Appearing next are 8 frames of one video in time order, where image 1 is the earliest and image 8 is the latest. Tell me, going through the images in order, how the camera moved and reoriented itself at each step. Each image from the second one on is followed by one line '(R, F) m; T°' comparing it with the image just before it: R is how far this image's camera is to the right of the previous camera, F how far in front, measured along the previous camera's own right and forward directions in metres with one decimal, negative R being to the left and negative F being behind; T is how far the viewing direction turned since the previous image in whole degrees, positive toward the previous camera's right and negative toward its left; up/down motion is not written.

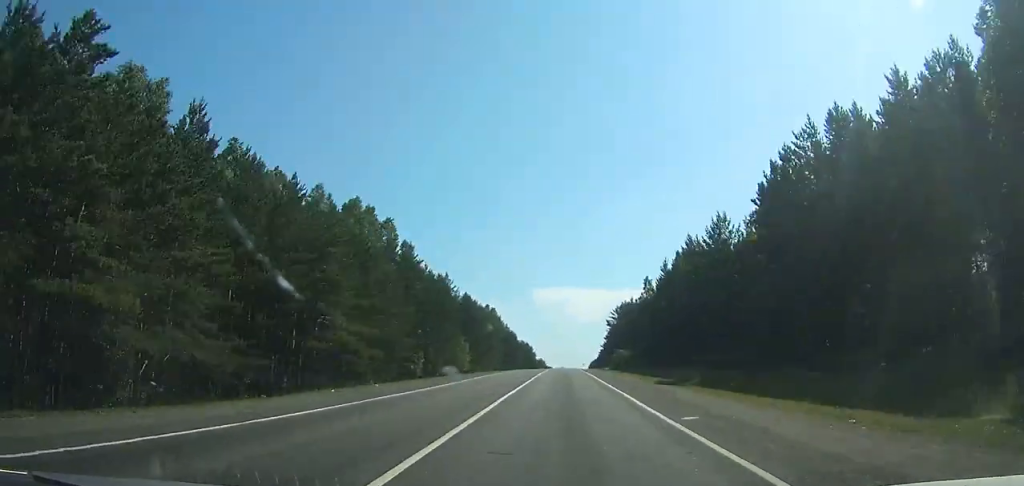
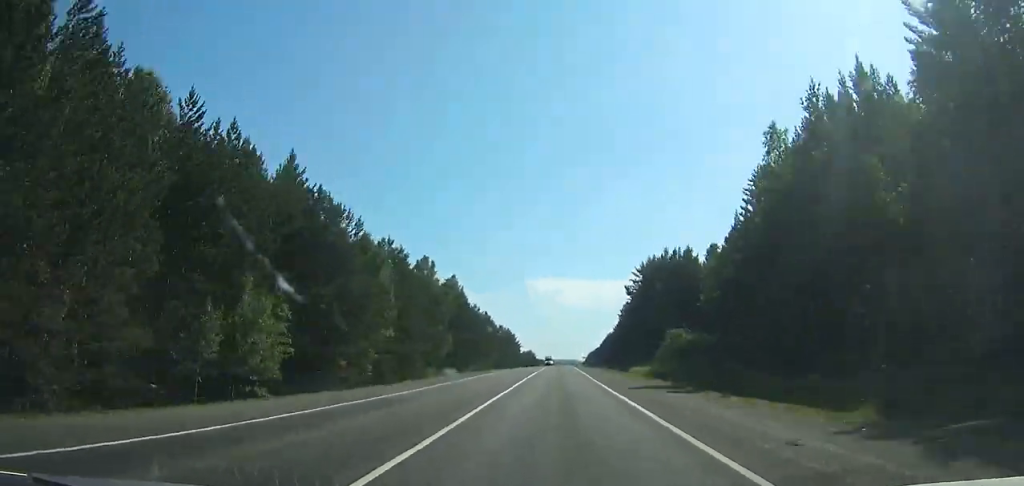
(+0.2, +61.5) m; 0°
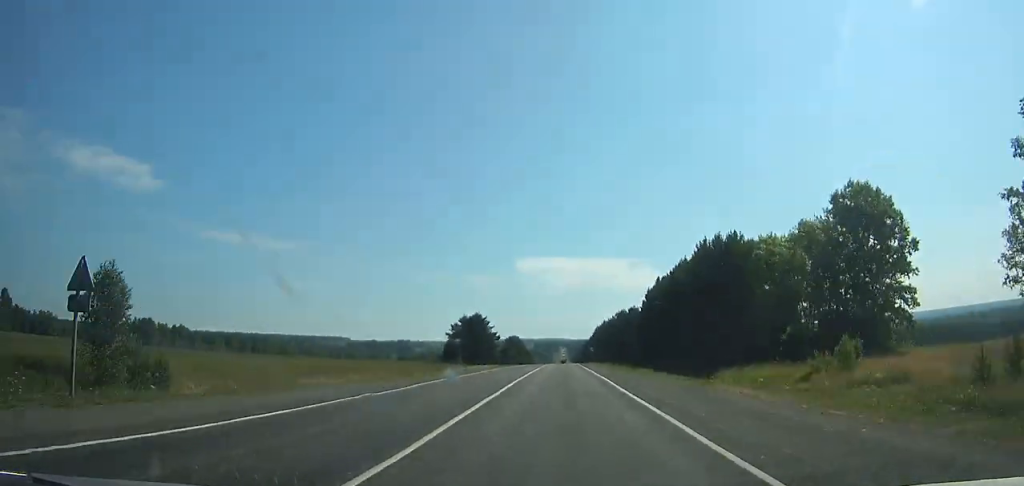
(+2.1, +184.2) m; +1°
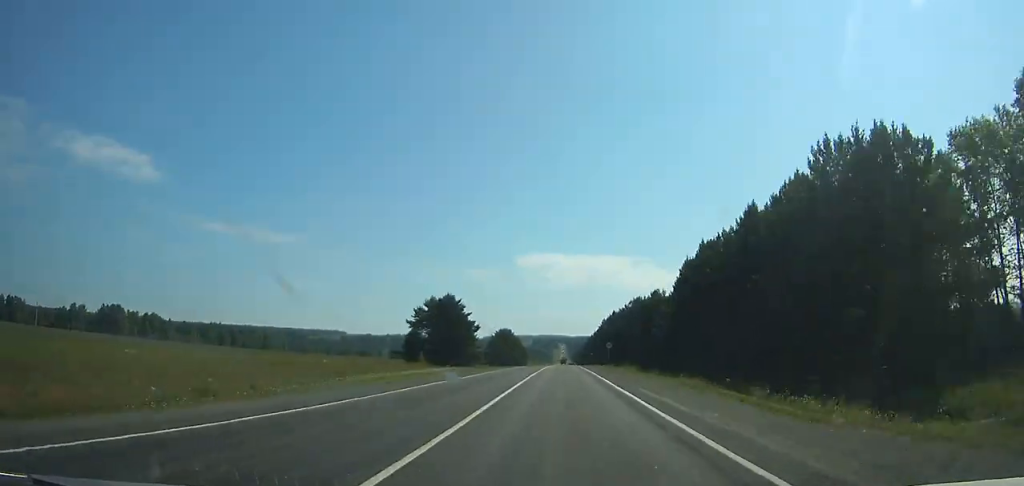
(+0.4, +39.0) m; 0°
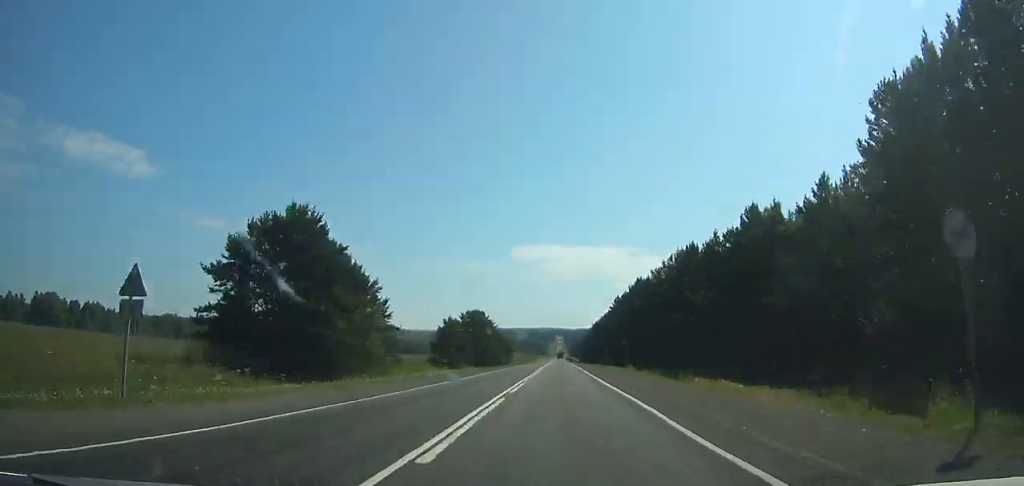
(-0.6, +63.8) m; 0°
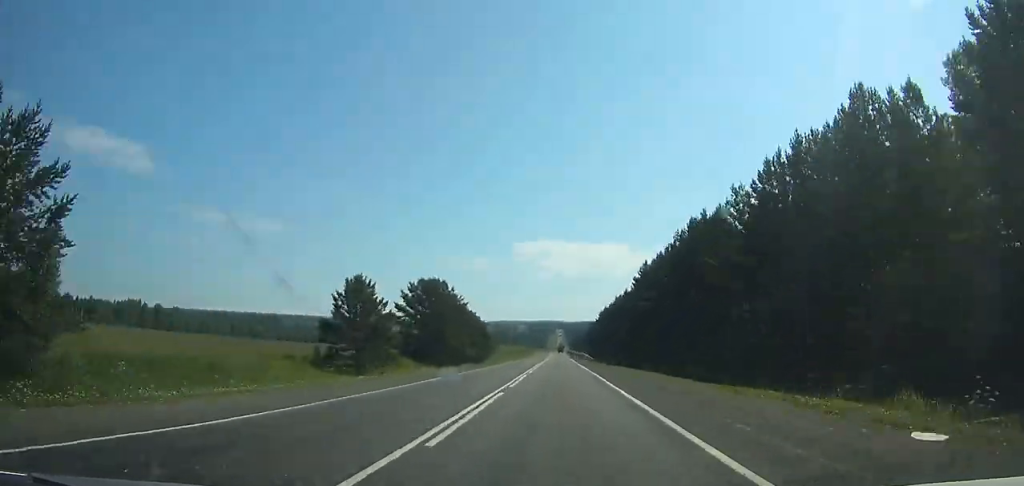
(0.0, +47.0) m; 0°
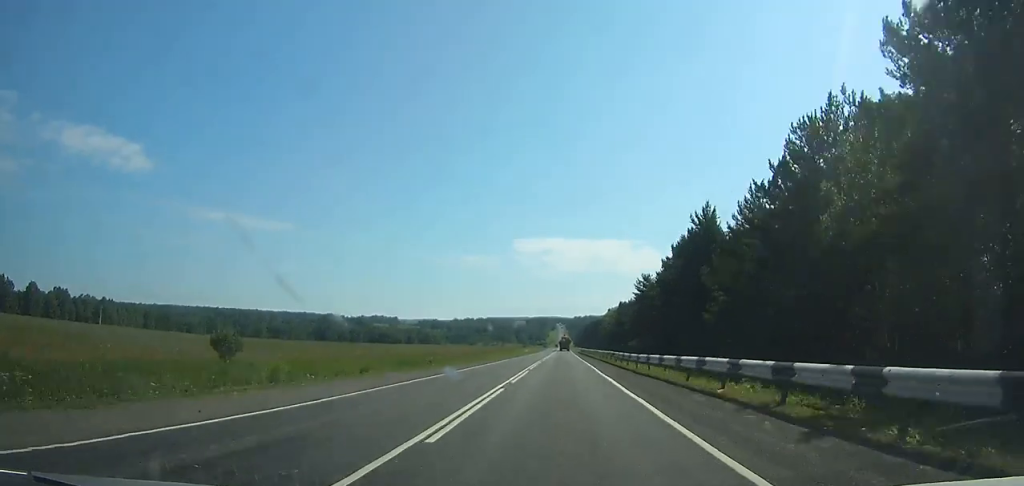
(+0.6, +128.3) m; 0°
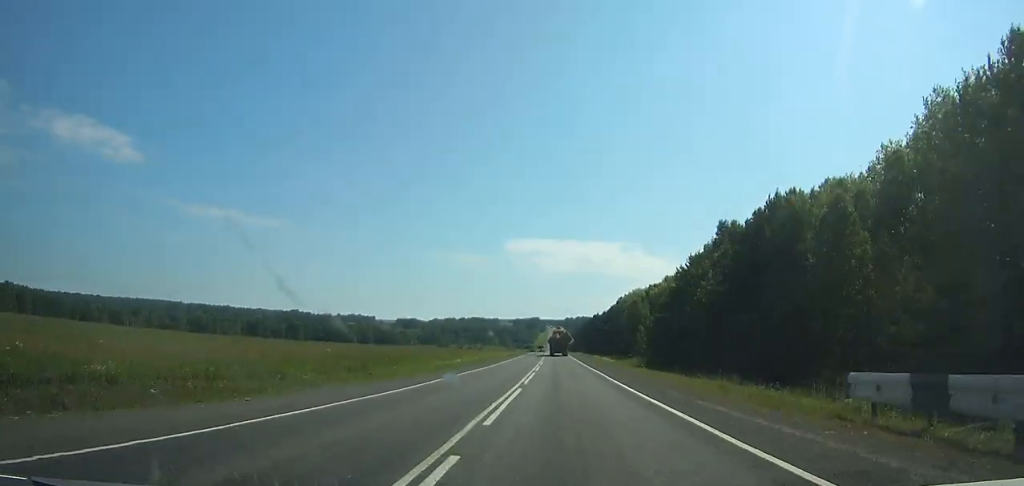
(+0.1, +114.0) m; 0°
